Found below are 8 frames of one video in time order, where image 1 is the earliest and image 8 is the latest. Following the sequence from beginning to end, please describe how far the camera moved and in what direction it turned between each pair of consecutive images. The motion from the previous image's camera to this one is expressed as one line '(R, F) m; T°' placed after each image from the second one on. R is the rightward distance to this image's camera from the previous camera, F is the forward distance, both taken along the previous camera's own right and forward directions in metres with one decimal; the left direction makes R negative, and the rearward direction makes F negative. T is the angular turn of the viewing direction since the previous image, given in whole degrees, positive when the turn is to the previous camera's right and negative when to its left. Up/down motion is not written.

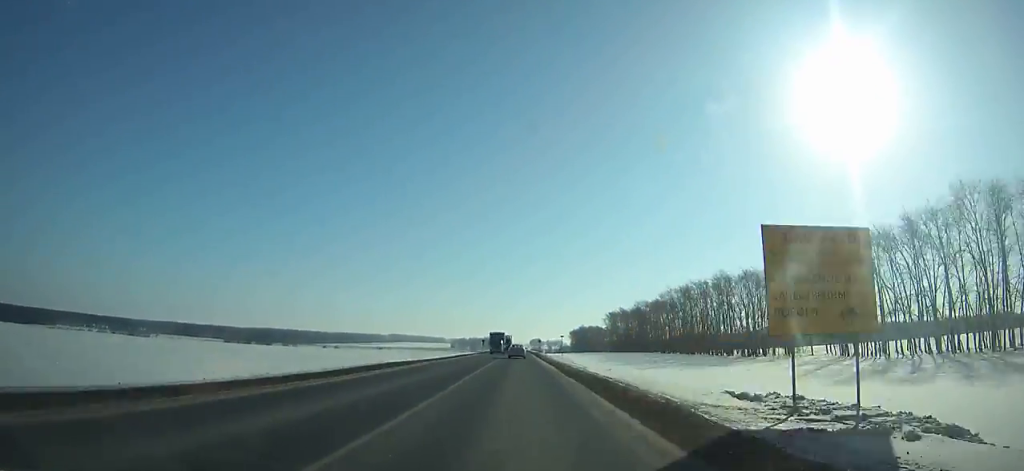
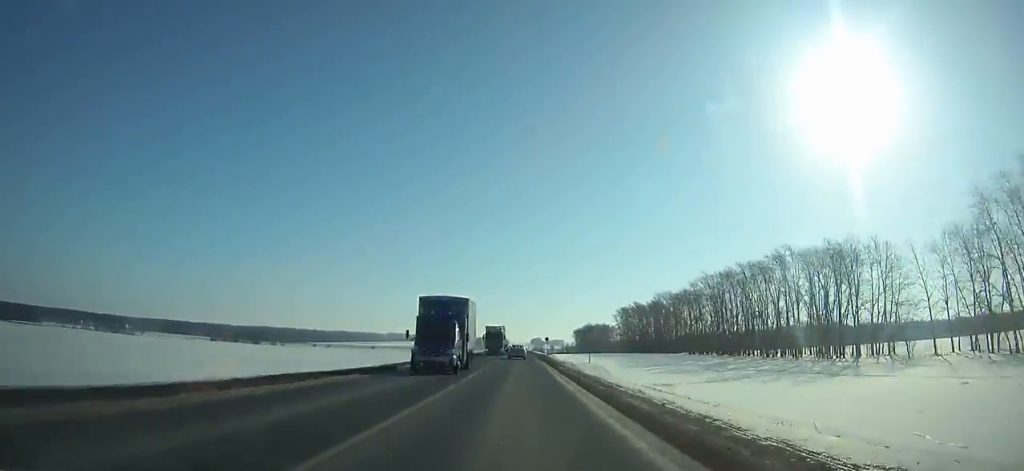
(0.0, +34.4) m; 0°
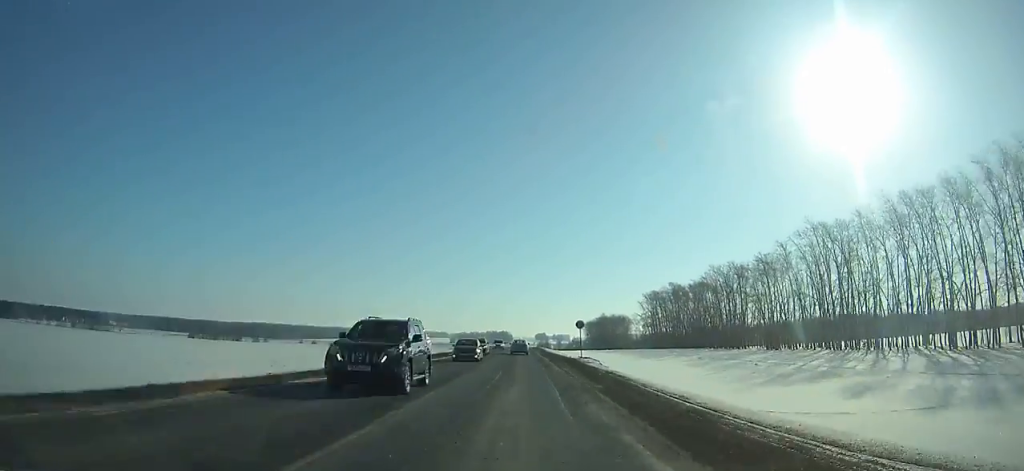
(-0.2, +53.8) m; 0°
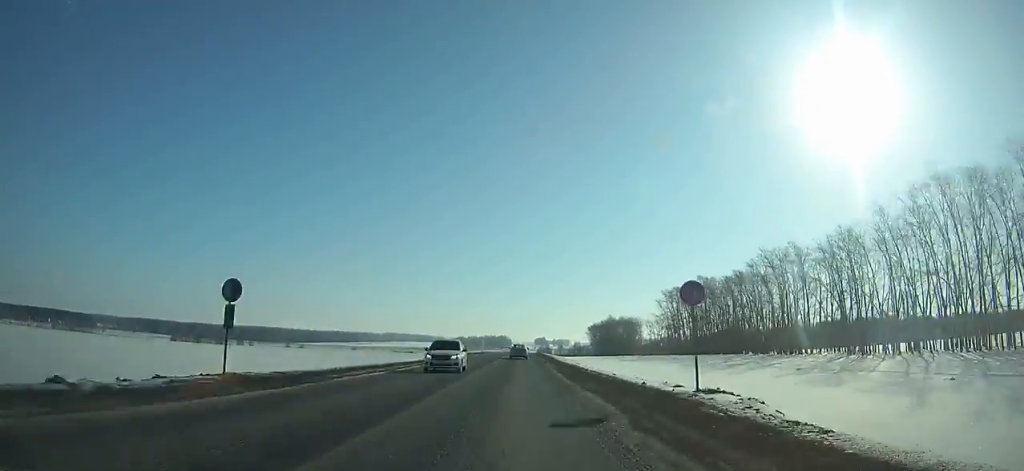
(-0.1, +31.8) m; 0°
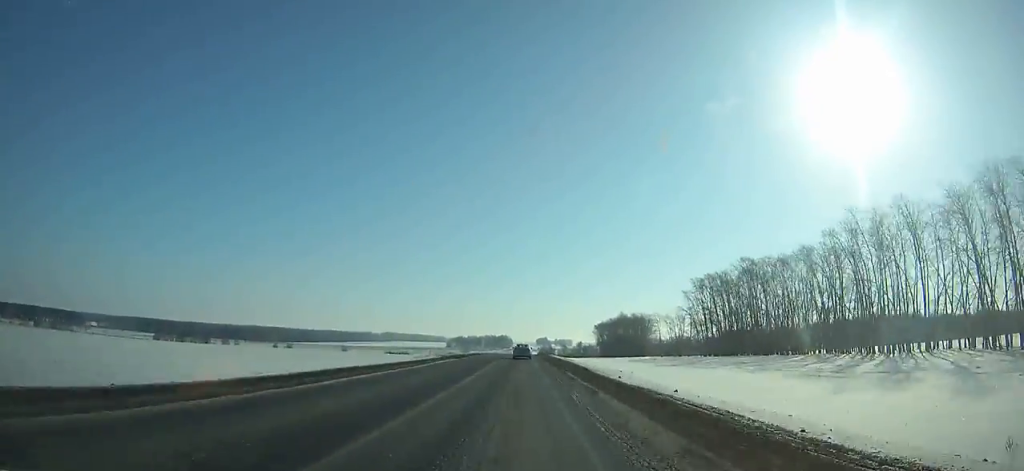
(+0.1, +31.5) m; 0°
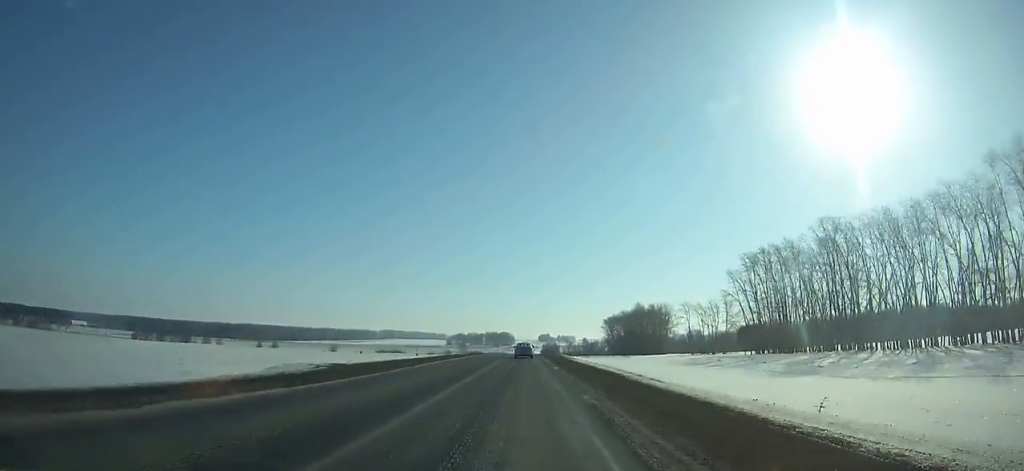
(0.0, +36.4) m; 0°
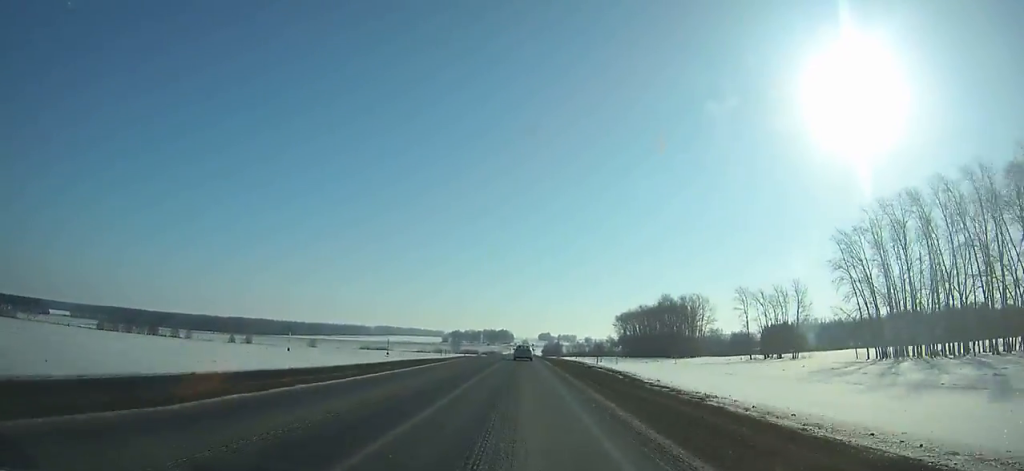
(0.0, +47.9) m; 0°
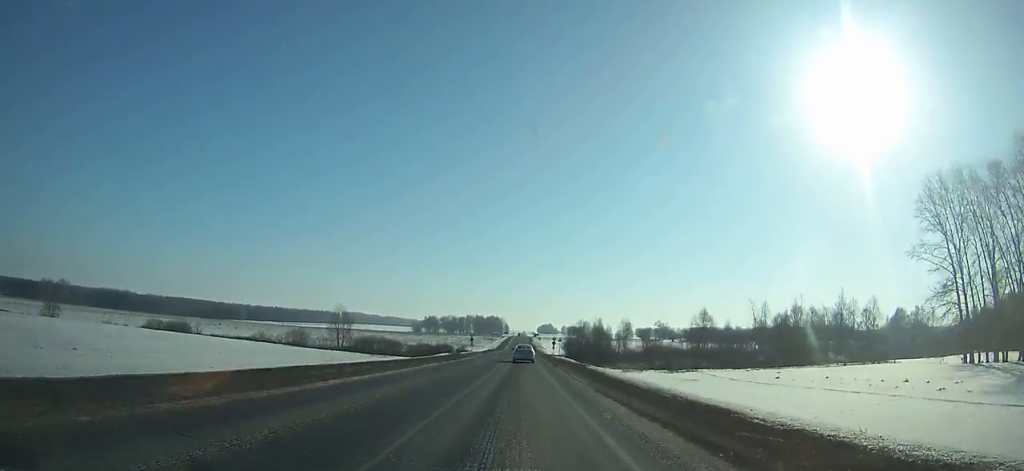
(-0.3, +257.9) m; 0°
